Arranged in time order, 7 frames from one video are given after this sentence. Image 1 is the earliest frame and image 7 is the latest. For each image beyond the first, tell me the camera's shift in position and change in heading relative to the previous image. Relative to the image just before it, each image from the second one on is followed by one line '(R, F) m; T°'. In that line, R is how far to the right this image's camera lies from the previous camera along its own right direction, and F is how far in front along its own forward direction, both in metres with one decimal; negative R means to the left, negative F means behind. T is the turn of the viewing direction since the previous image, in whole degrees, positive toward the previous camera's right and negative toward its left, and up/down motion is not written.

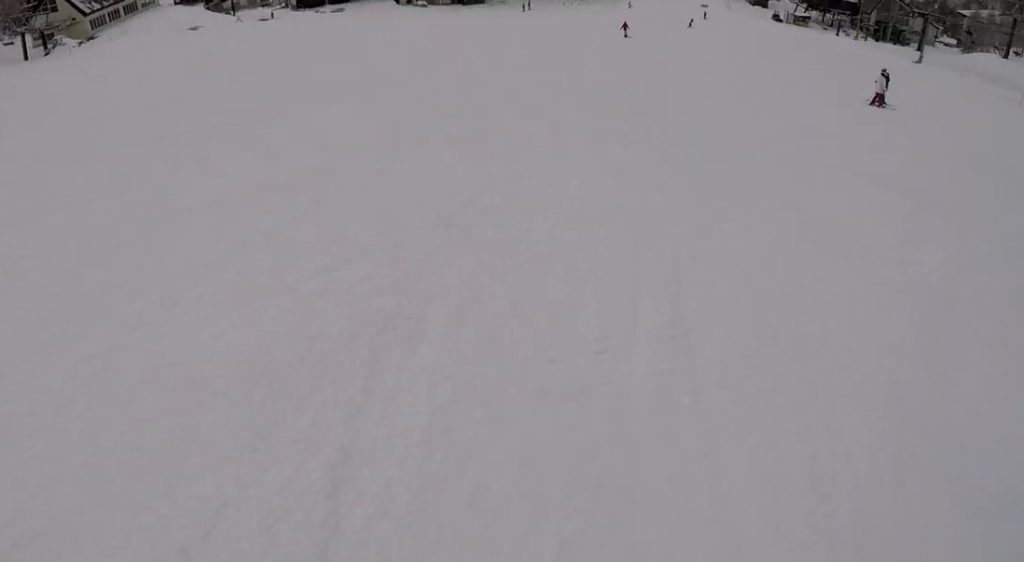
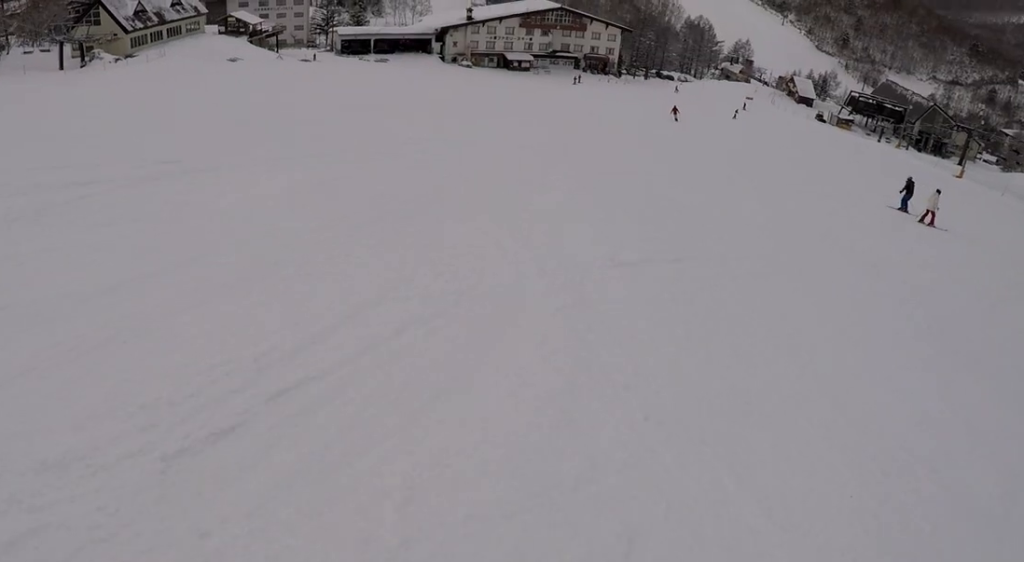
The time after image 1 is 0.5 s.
(-0.3, +2.9) m; -3°
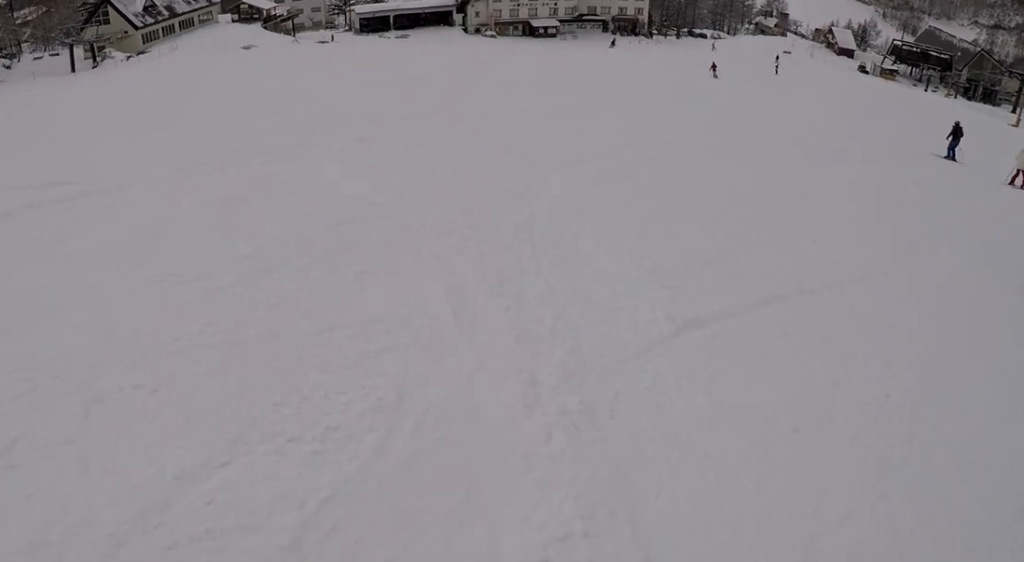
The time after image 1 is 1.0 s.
(-0.4, +3.1) m; -3°
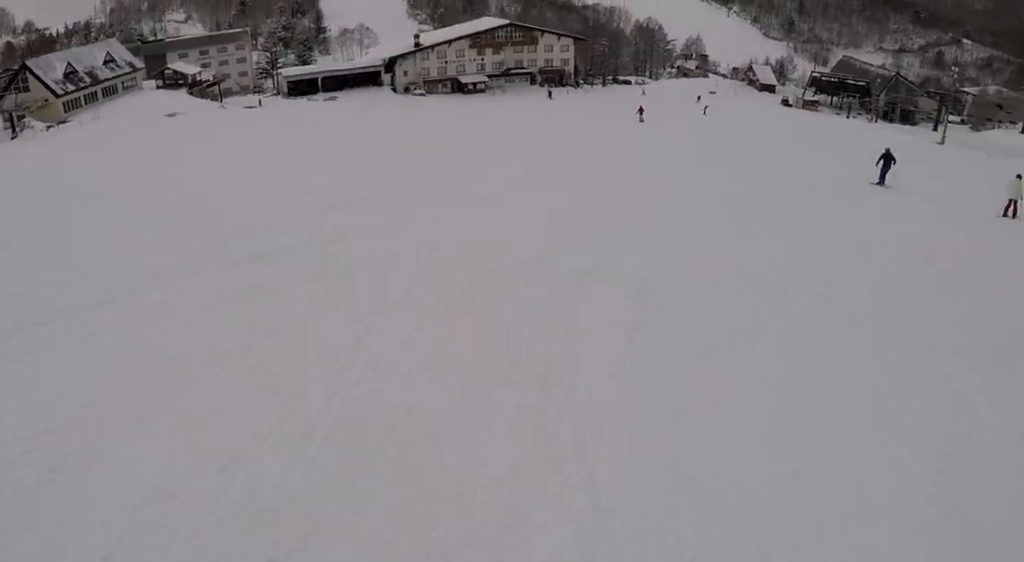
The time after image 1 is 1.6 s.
(+0.1, +3.7) m; +1°
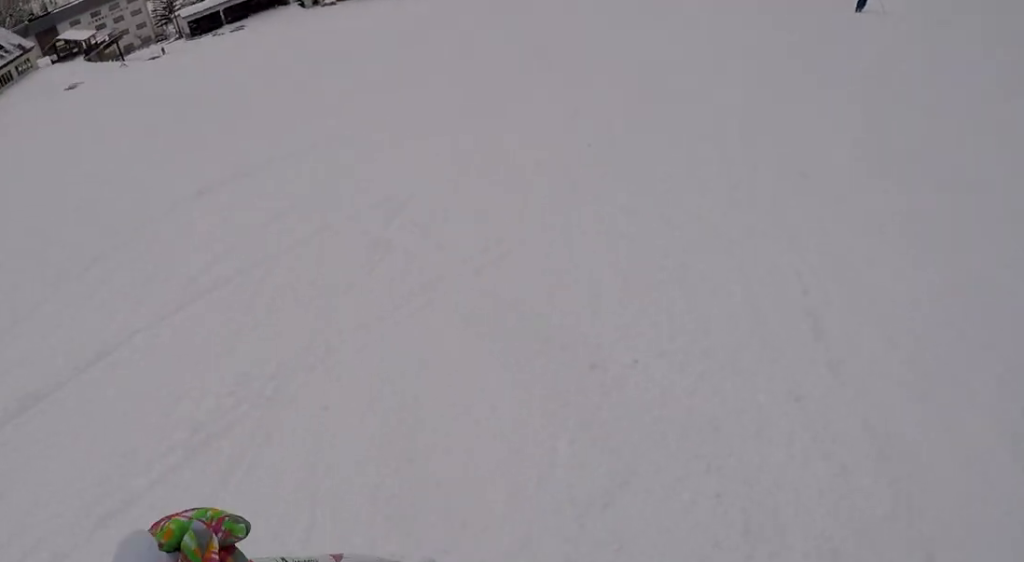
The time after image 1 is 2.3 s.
(+0.2, +4.6) m; +3°
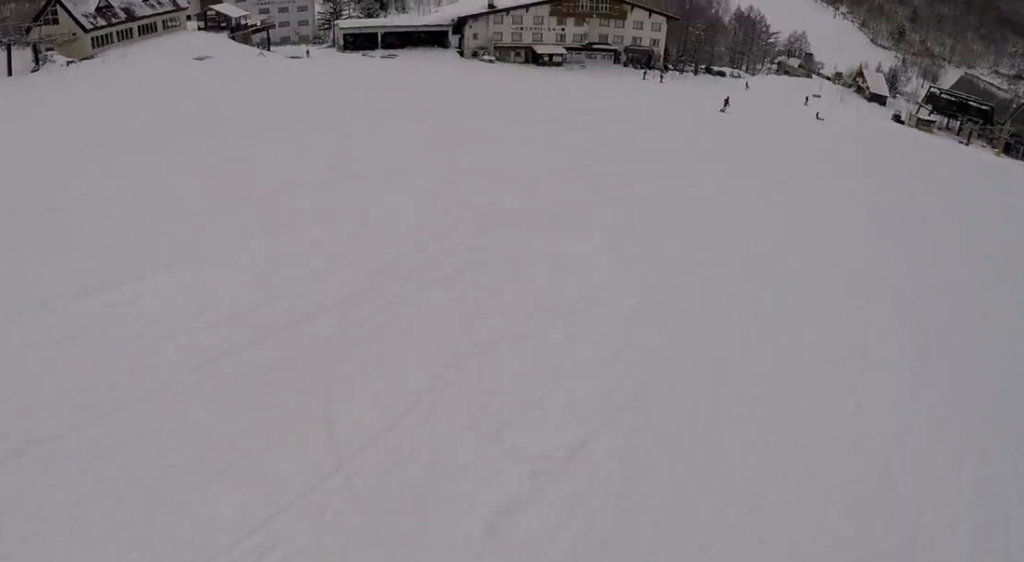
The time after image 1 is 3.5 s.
(+0.1, +7.0) m; +4°
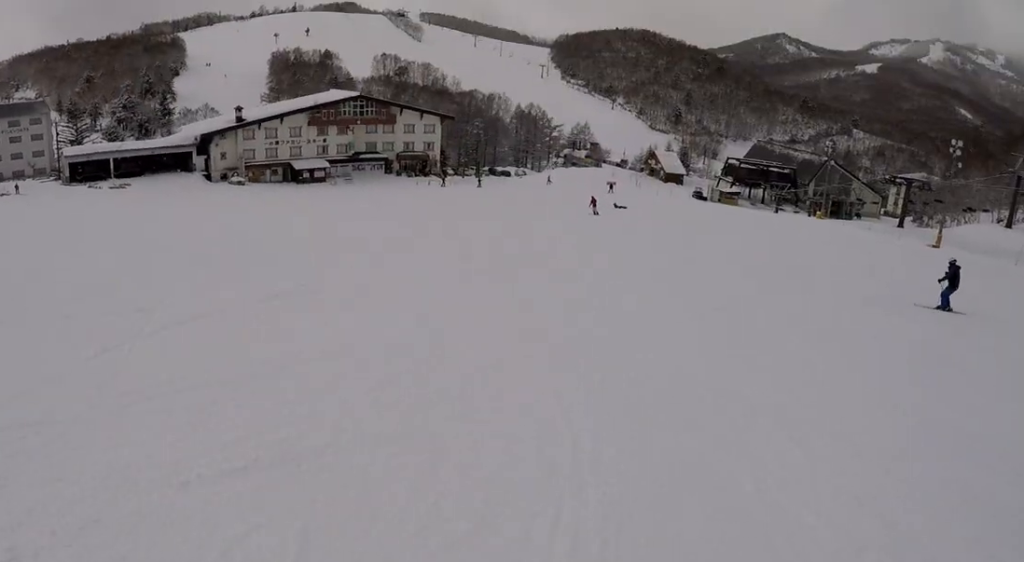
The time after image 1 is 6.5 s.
(+3.8, +18.9) m; +11°
